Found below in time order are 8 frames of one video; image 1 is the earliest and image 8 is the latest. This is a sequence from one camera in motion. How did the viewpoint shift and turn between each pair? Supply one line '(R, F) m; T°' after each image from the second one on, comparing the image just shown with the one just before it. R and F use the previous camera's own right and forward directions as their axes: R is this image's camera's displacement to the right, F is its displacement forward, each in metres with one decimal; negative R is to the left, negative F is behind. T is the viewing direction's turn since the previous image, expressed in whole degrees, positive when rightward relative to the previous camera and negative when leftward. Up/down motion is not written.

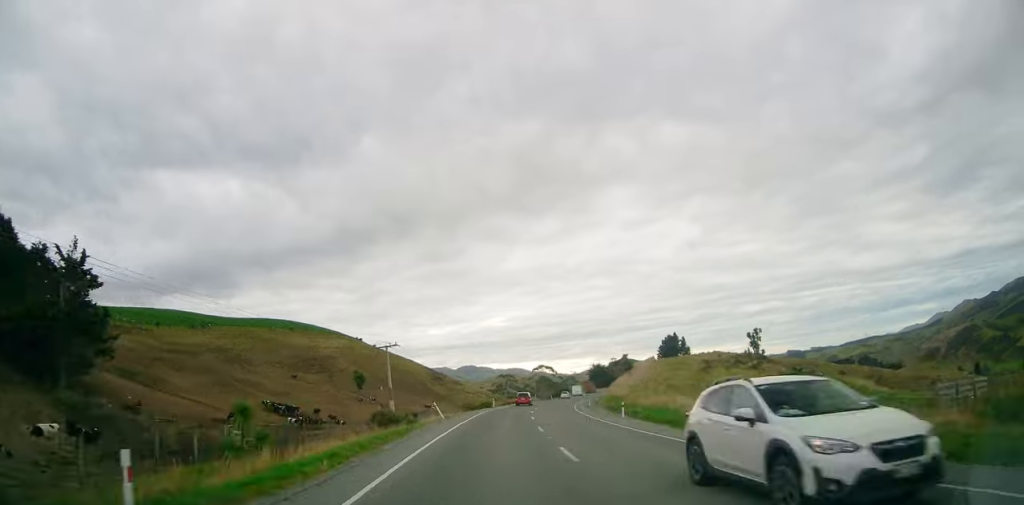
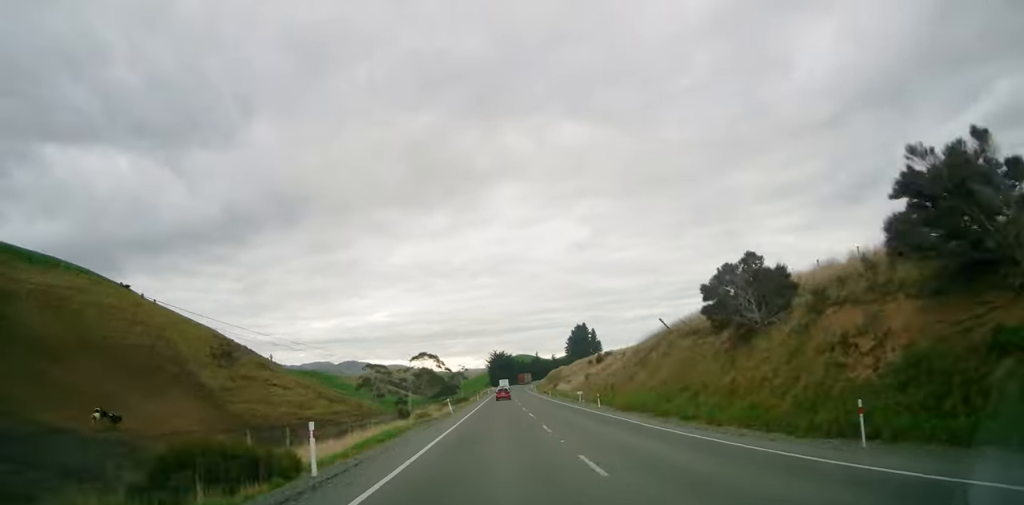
(+7.4, +84.3) m; +8°
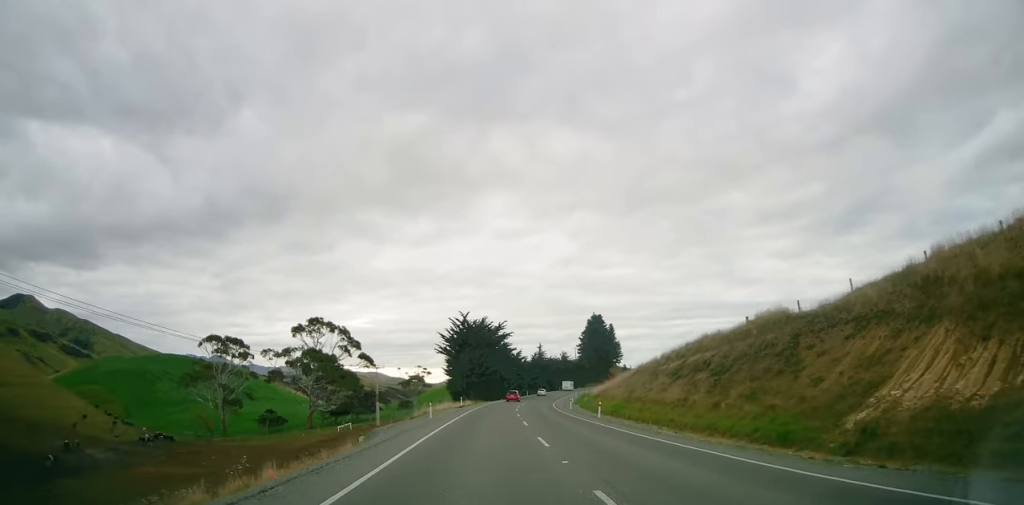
(+6.3, +125.3) m; +6°
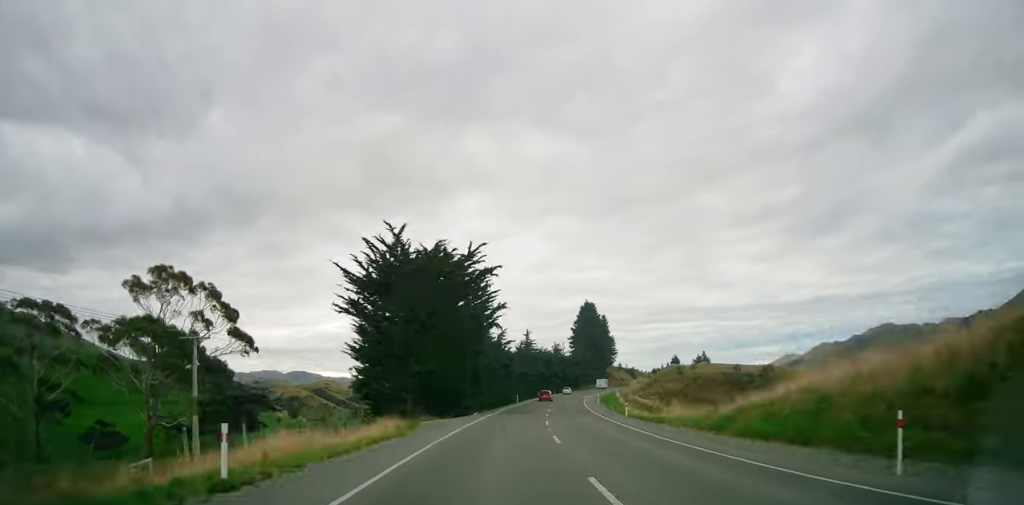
(+0.6, +48.8) m; +4°
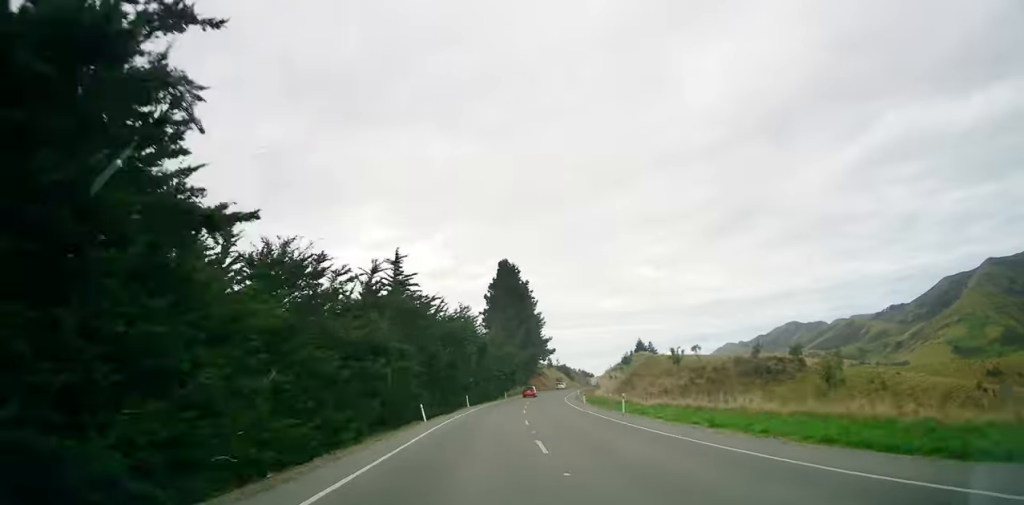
(+5.6, +72.5) m; +9°
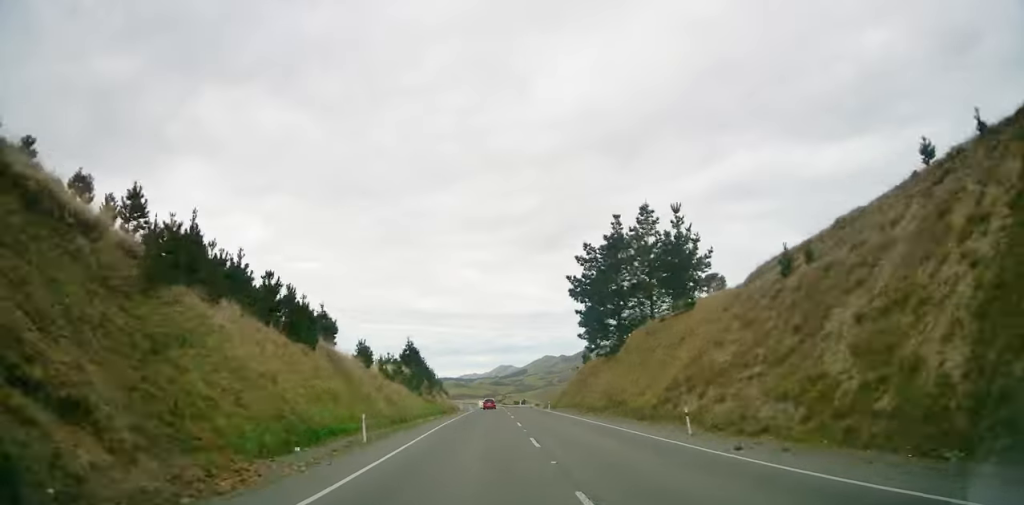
(+35.0, +195.3) m; +15°
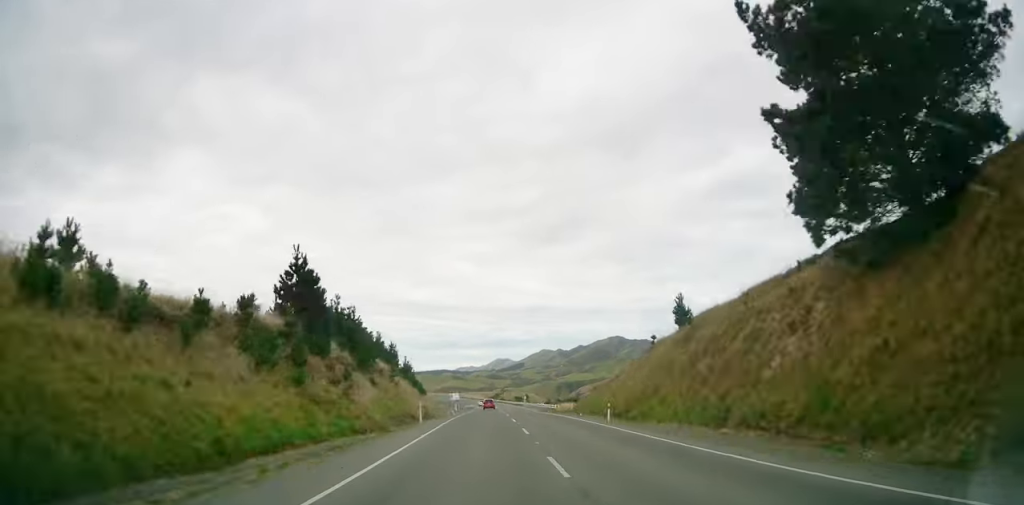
(+0.4, +37.5) m; 0°
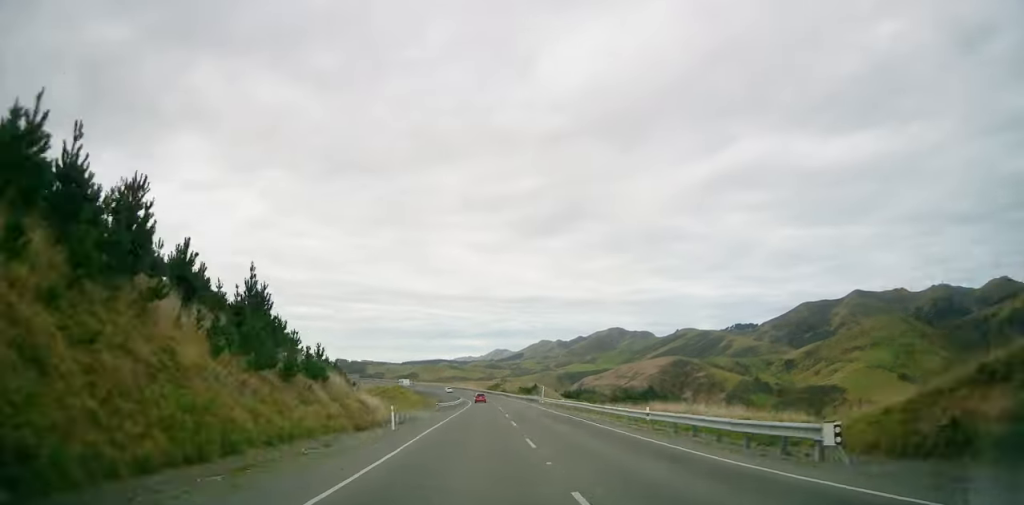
(+0.2, +46.1) m; -1°
